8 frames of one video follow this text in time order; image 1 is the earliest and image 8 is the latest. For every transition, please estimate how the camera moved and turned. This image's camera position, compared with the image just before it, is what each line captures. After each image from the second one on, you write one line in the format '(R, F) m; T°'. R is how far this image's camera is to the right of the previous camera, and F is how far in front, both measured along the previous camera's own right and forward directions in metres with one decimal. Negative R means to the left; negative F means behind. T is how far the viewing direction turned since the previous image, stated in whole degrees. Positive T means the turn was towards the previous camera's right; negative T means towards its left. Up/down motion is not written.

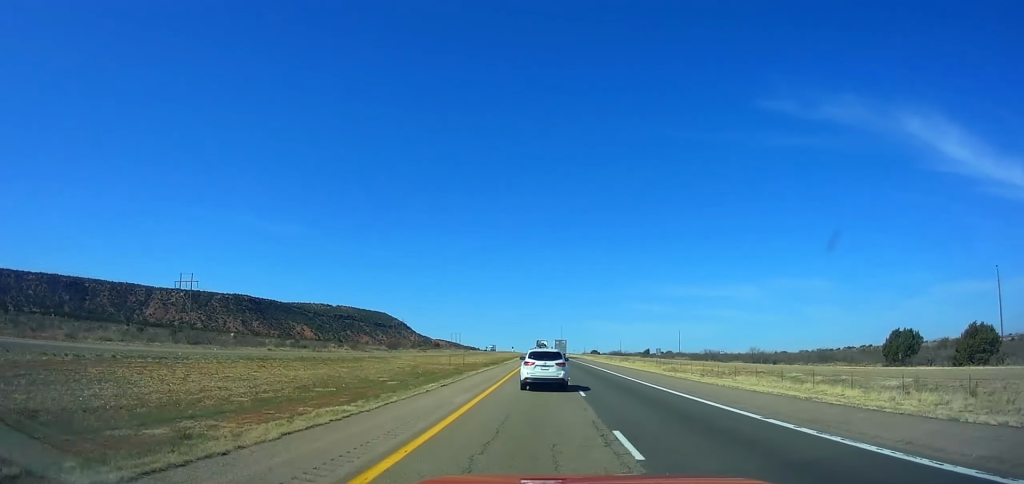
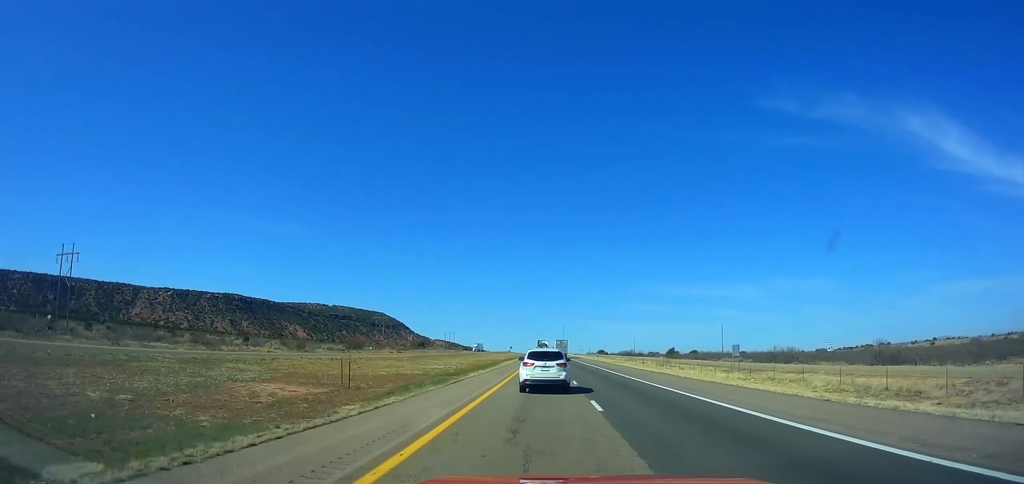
(+0.3, +40.7) m; 0°
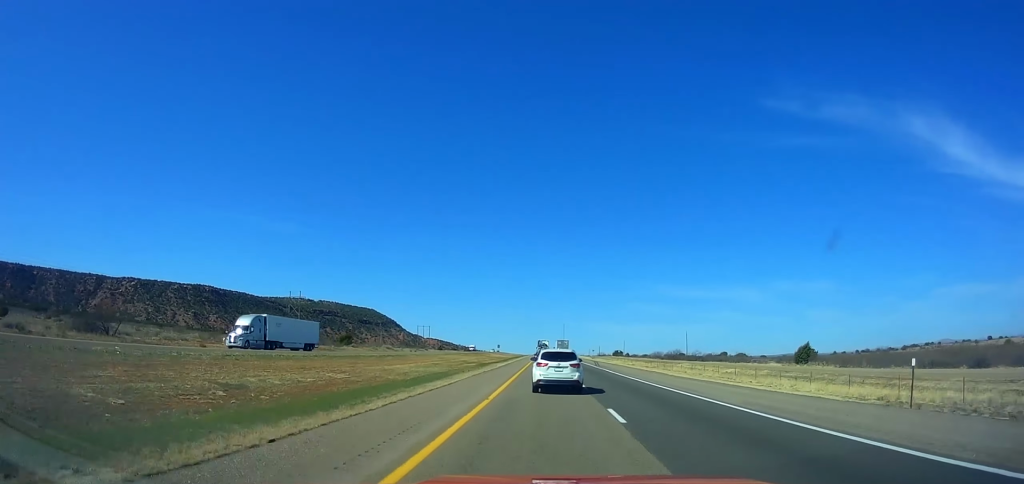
(+0.4, +99.7) m; 0°
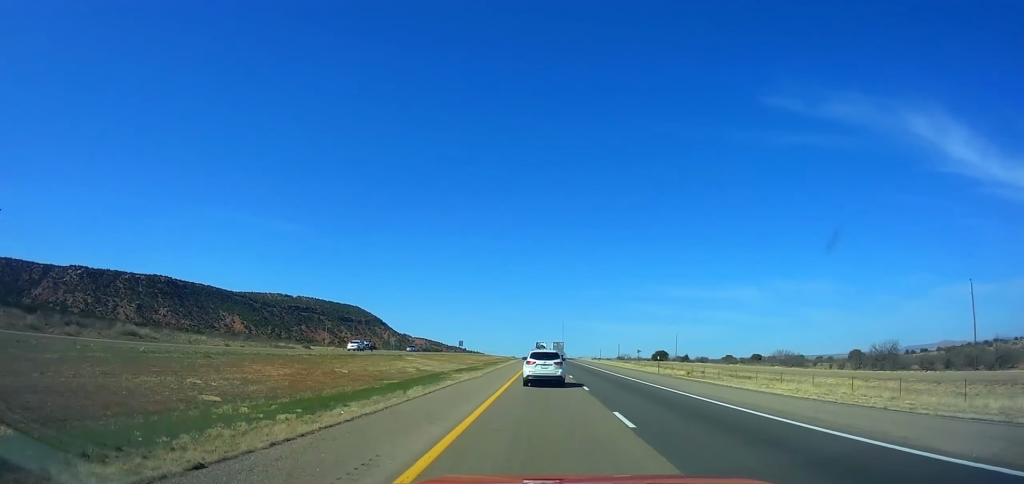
(-0.2, +123.3) m; 0°
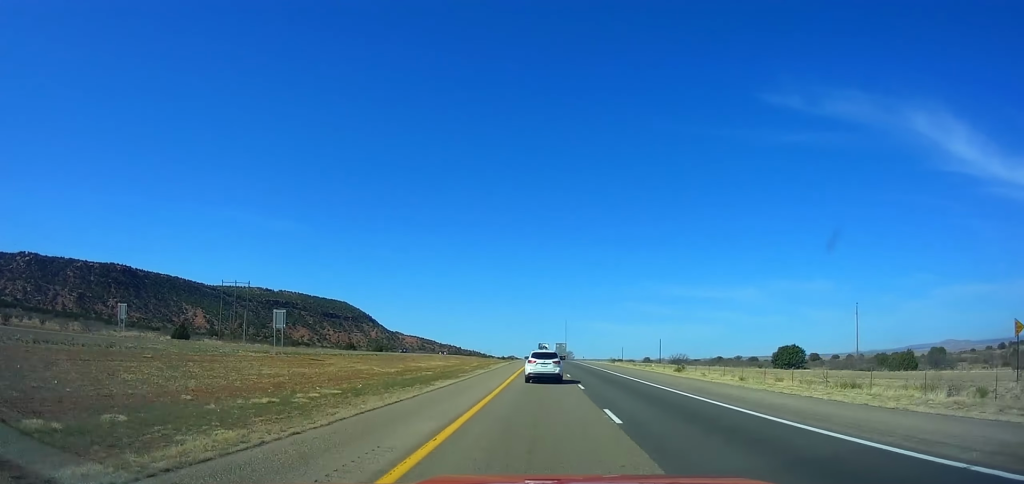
(+0.1, +108.4) m; 0°
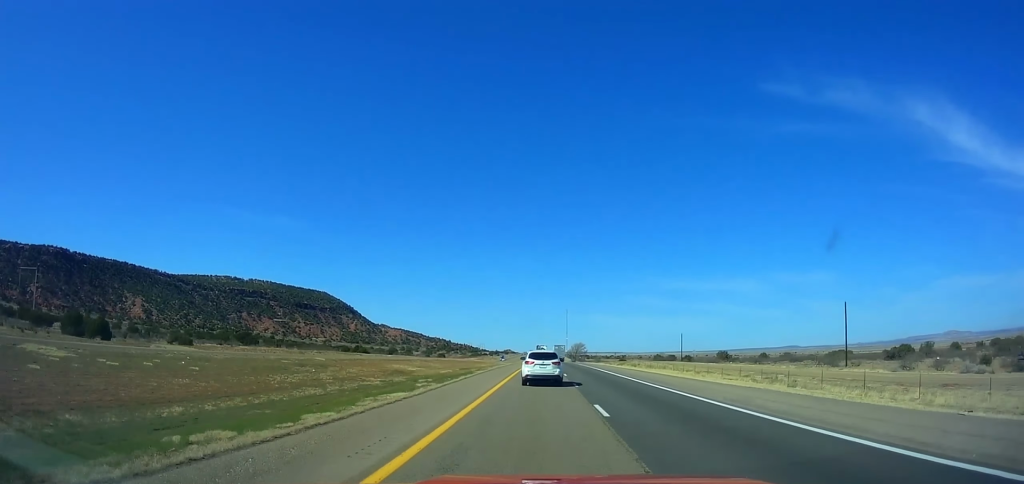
(-0.4, +129.4) m; 0°
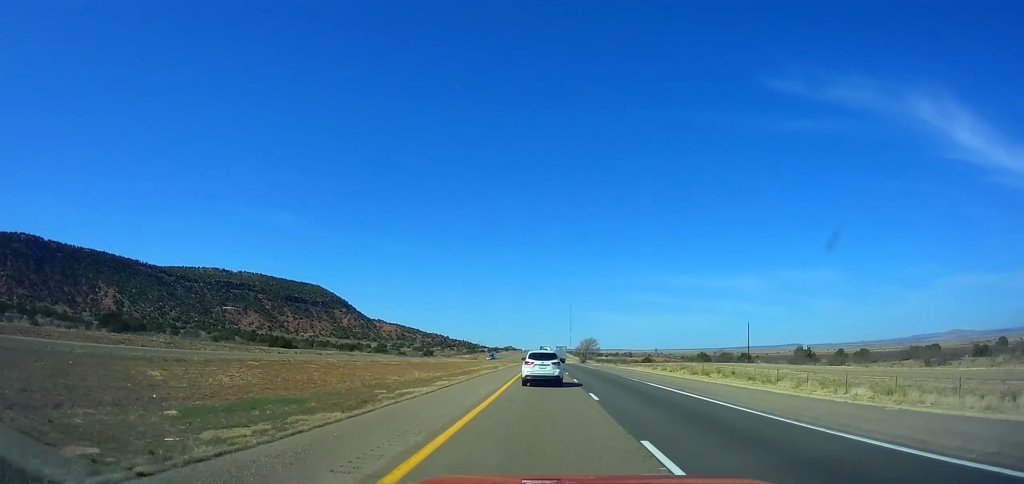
(+0.4, +55.7) m; 0°
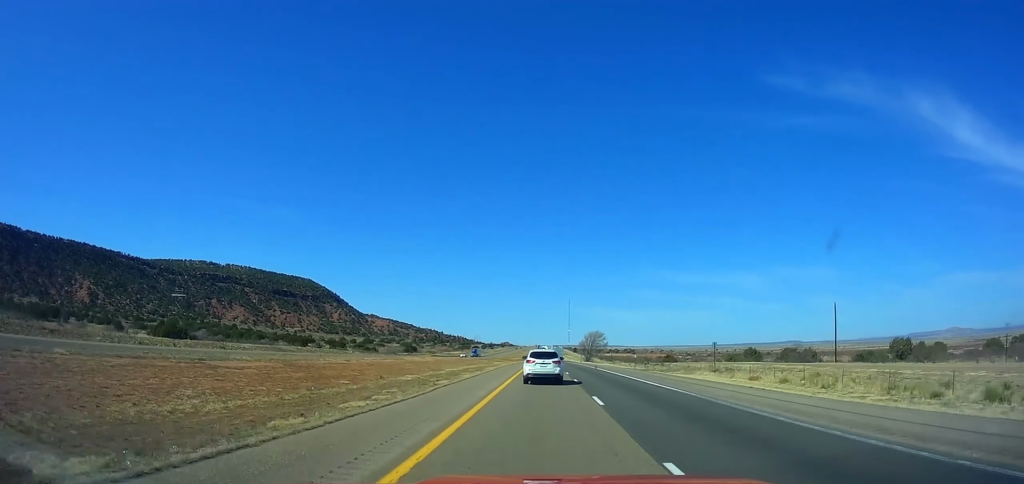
(0.0, +39.1) m; 0°
